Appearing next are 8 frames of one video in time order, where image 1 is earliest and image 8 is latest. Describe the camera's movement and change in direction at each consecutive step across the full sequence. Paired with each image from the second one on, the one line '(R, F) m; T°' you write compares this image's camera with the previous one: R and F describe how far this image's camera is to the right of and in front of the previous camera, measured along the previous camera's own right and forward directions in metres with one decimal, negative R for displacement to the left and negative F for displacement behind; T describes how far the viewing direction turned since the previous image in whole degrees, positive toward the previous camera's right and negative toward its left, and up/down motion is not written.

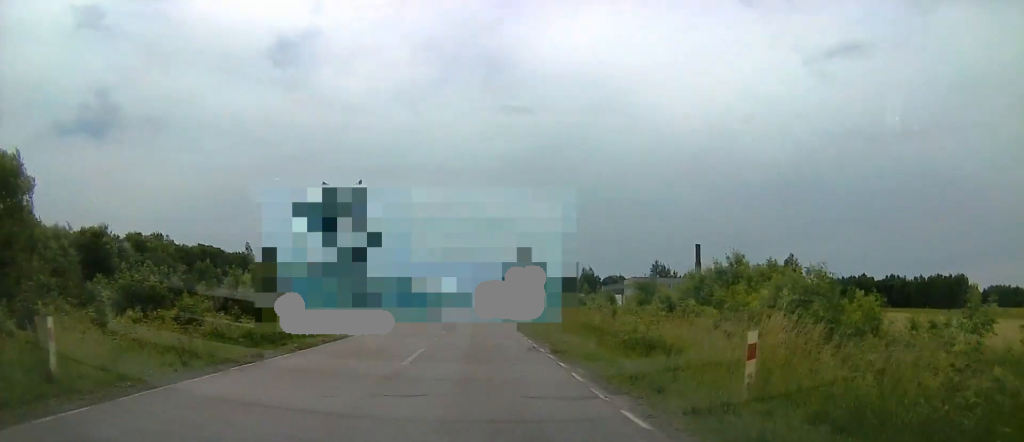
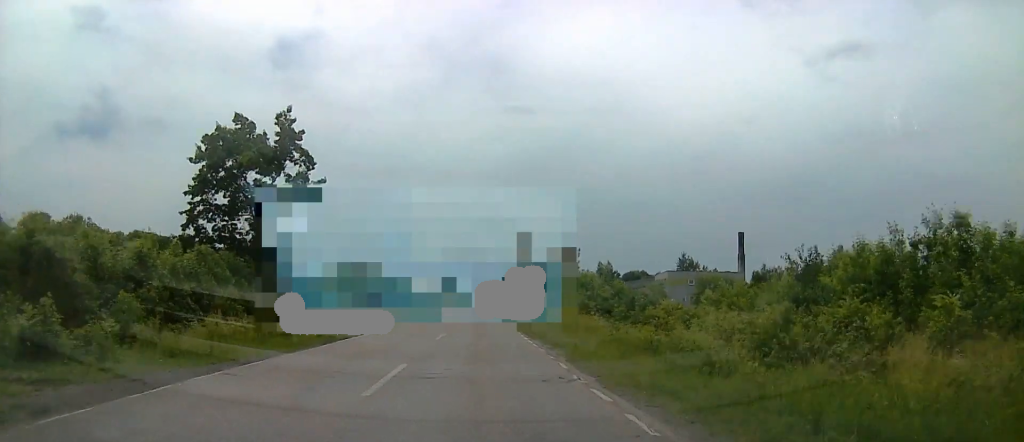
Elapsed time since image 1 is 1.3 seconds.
(+0.2, +28.4) m; 0°
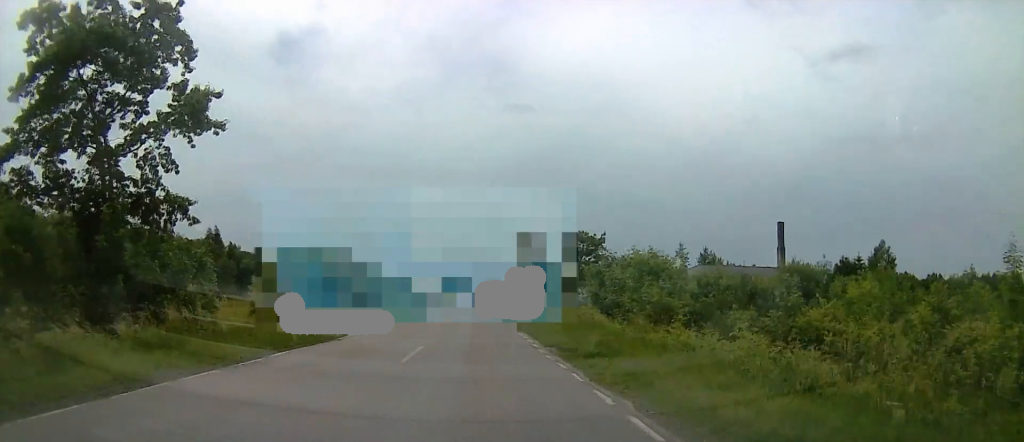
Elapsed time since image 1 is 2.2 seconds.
(-0.1, +20.7) m; 0°
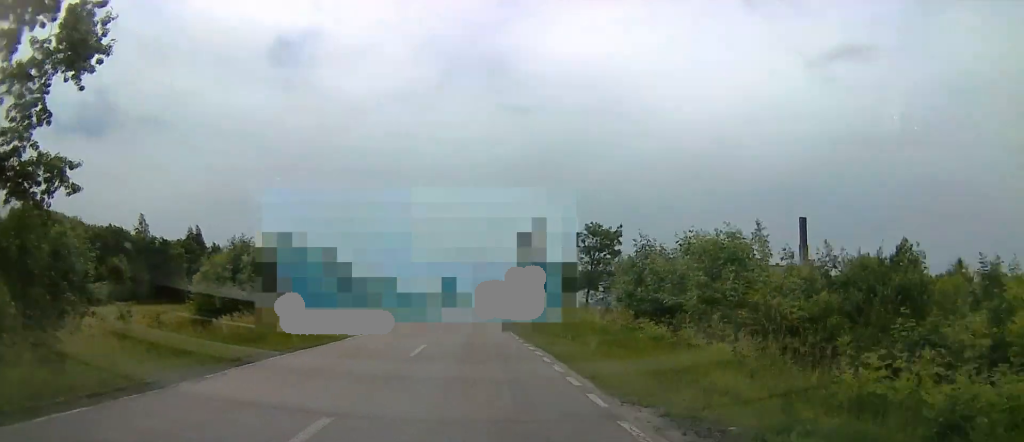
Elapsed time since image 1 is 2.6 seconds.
(0.0, +10.0) m; 0°
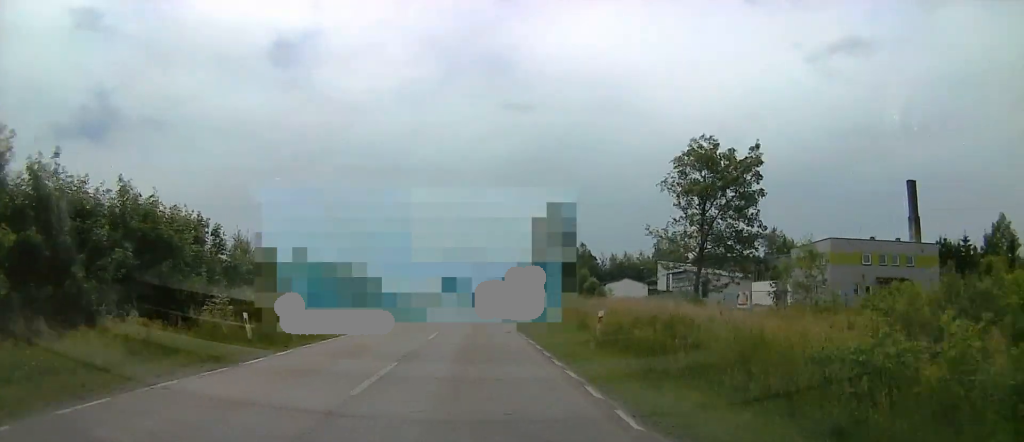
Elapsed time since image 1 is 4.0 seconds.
(+0.2, +31.7) m; 0°
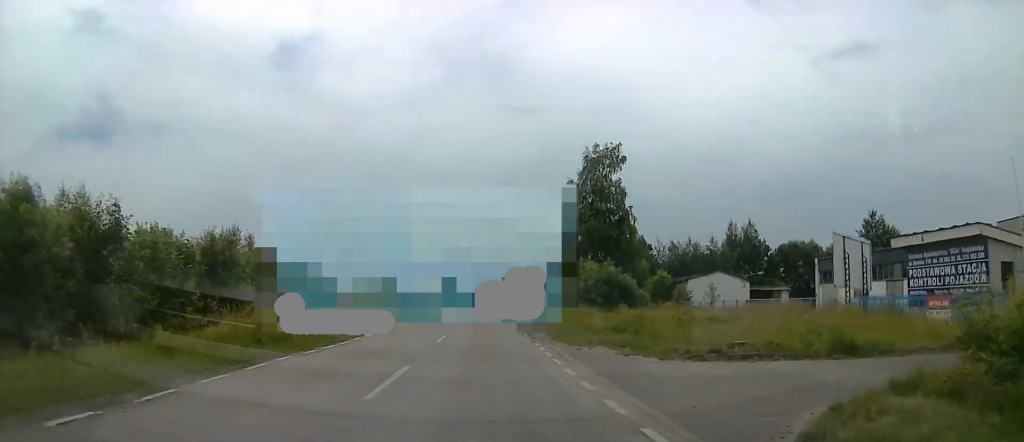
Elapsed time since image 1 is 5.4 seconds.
(-0.4, +34.6) m; -1°
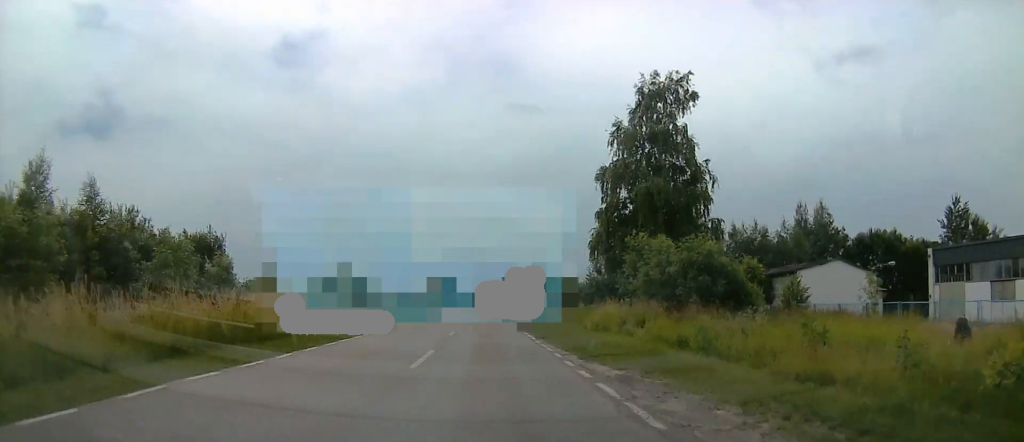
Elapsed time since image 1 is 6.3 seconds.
(0.0, +21.7) m; 0°
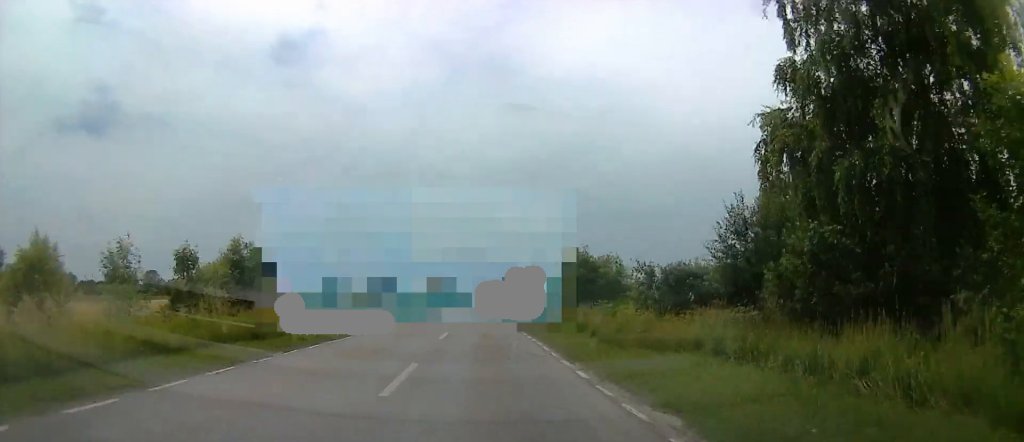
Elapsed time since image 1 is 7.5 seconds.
(0.0, +27.8) m; 0°
